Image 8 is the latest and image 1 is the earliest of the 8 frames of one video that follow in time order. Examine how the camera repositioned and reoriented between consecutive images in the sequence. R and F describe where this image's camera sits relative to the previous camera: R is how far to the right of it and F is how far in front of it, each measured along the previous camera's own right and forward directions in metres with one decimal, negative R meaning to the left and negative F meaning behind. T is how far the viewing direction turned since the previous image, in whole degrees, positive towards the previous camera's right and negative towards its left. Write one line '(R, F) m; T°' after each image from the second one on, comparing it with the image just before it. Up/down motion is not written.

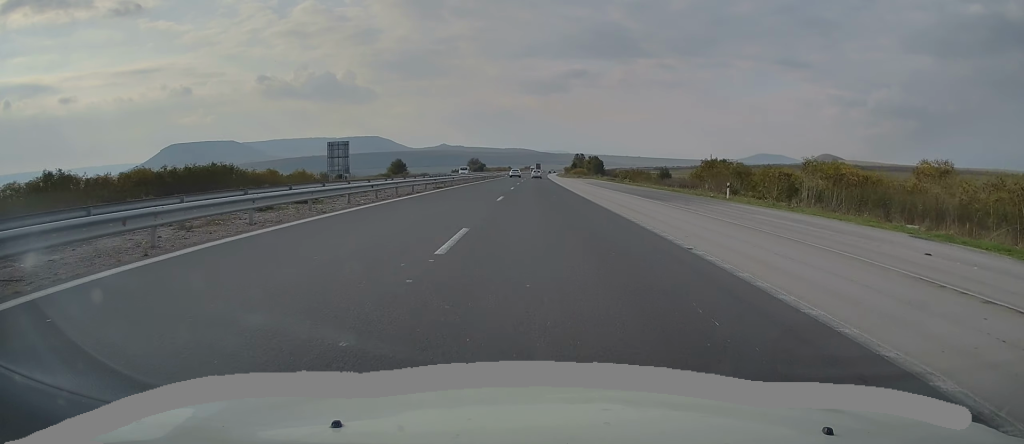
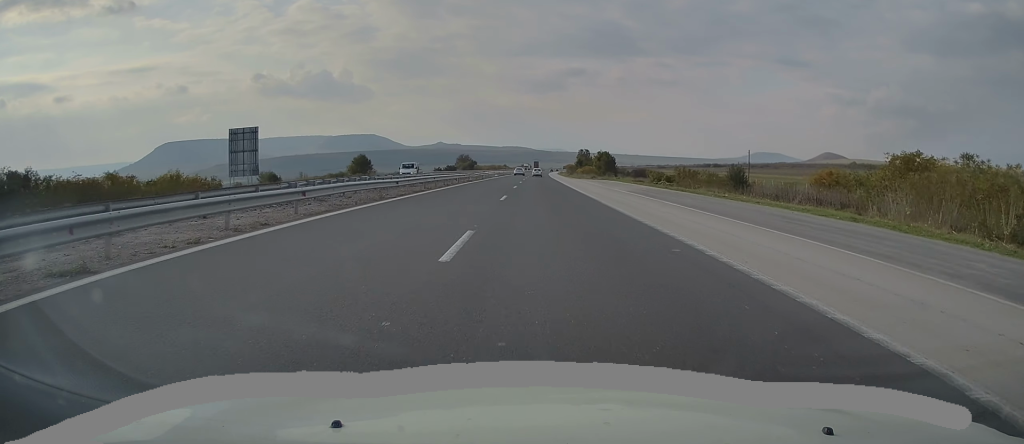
(0.0, +33.3) m; 0°
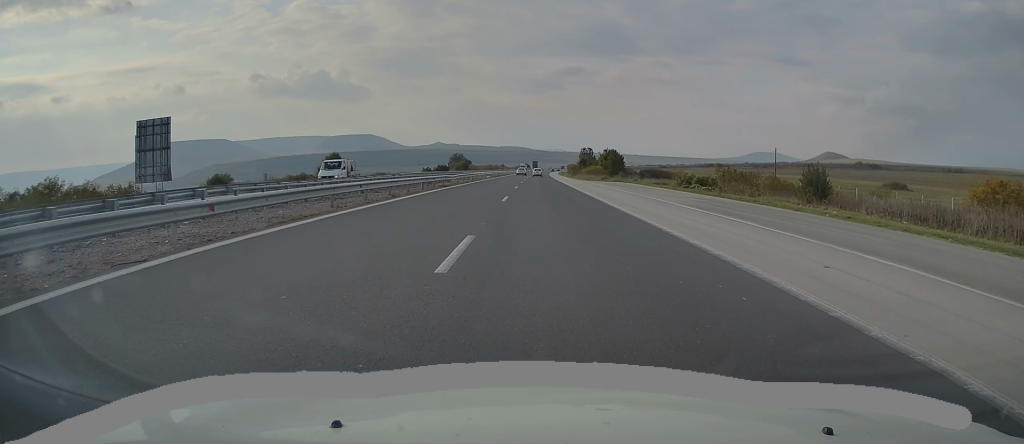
(0.0, +17.2) m; 0°
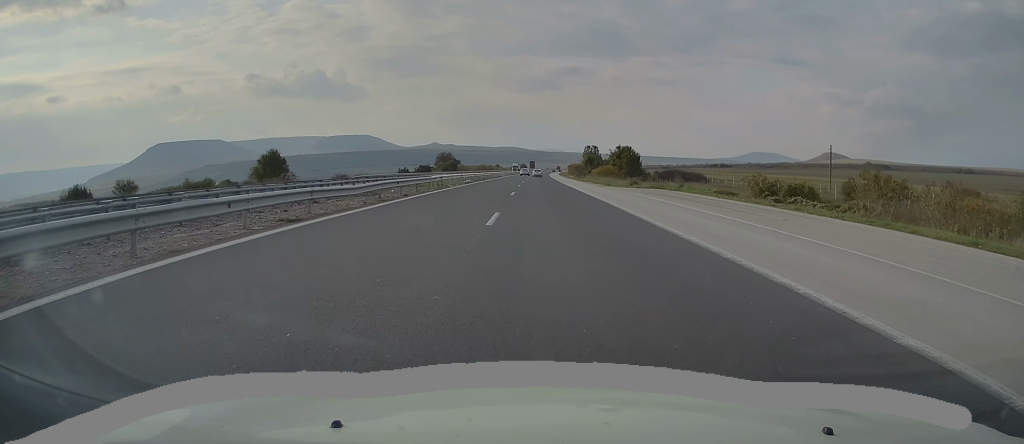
(+0.1, +26.3) m; 0°
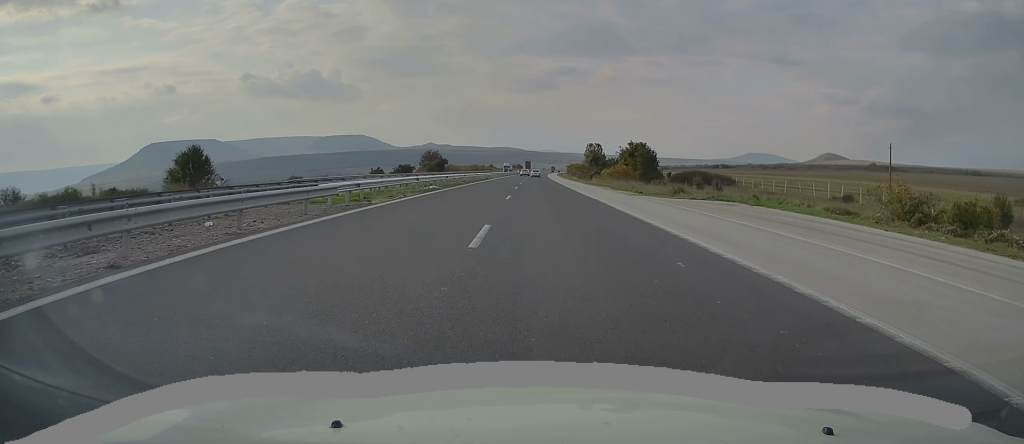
(0.0, +20.2) m; 0°
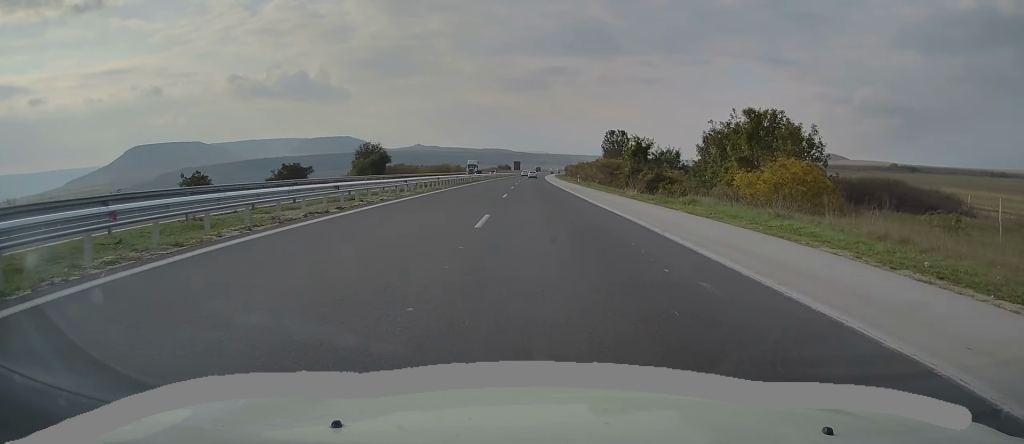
(+0.7, +61.4) m; +2°
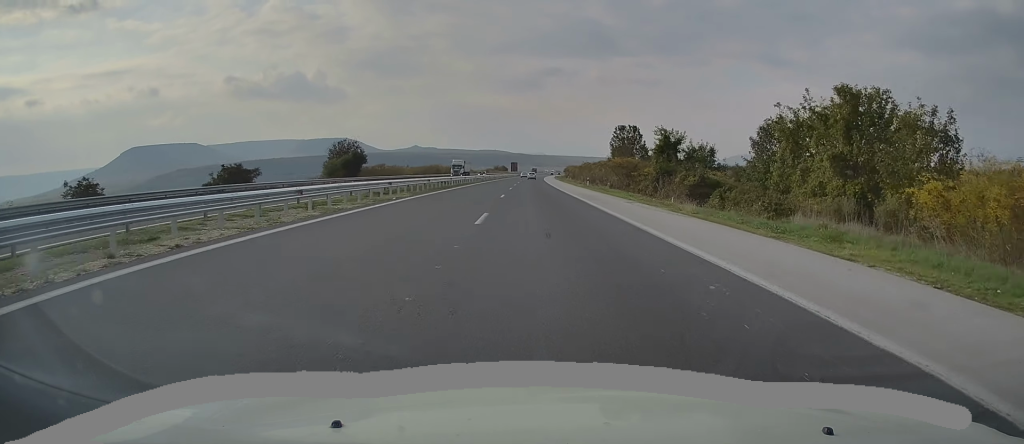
(+0.1, +15.1) m; 0°
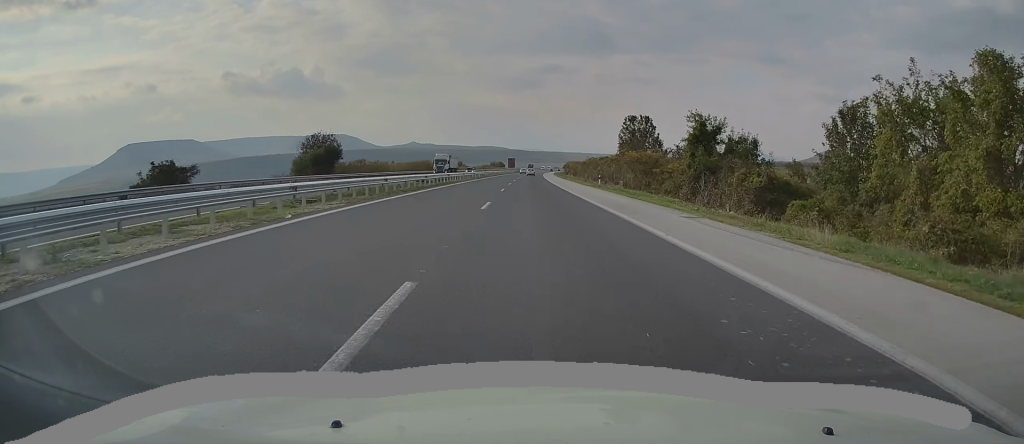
(0.0, +12.1) m; 0°
